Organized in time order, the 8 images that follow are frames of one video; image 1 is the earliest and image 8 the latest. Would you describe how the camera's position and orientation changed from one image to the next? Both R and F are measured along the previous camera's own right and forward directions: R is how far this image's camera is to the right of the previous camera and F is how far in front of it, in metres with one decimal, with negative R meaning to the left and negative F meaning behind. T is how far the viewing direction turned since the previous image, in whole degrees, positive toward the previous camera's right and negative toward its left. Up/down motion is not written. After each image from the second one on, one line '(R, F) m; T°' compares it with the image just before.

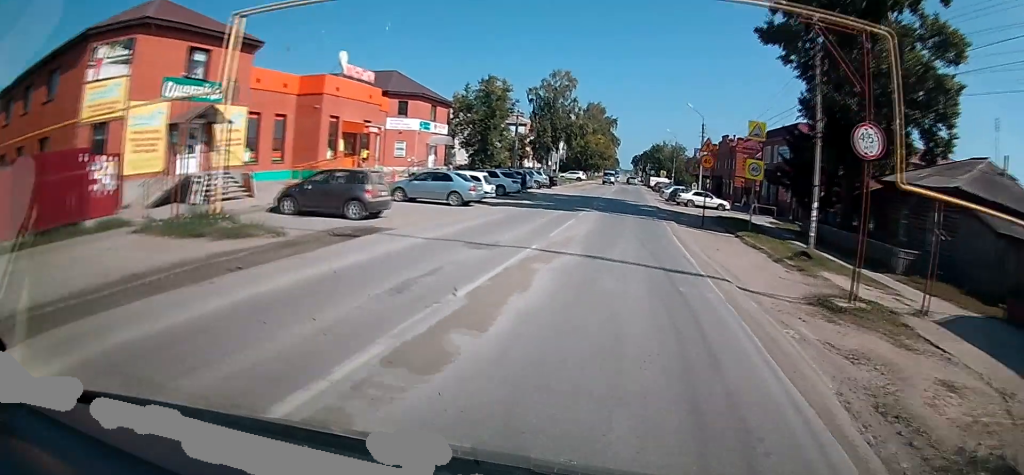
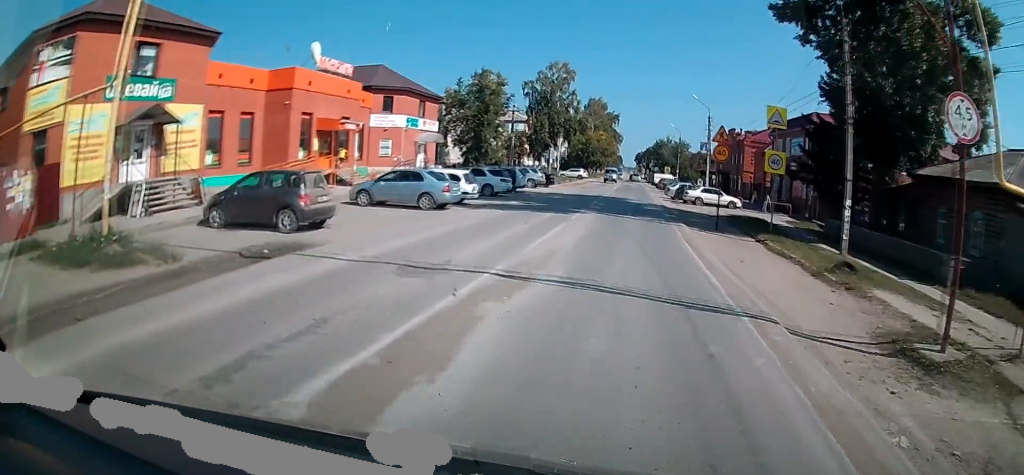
(0.0, +3.6) m; -1°
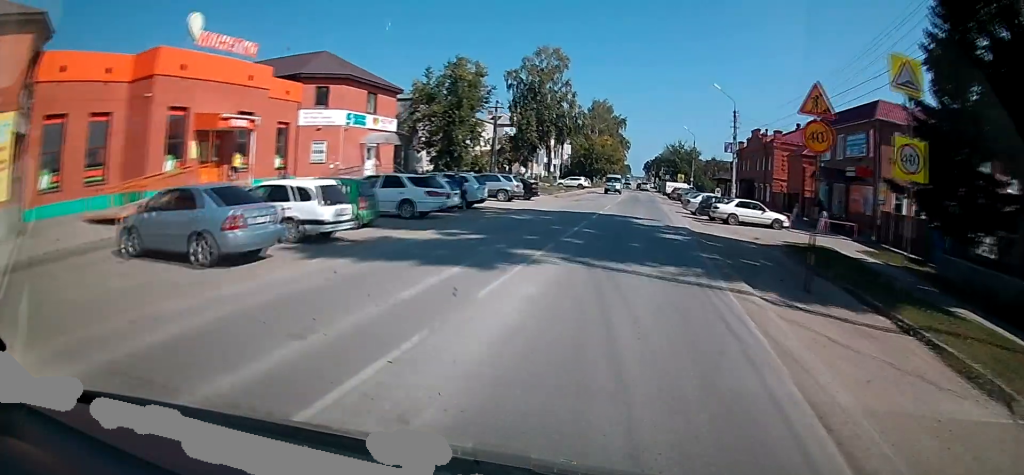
(-0.2, +12.0) m; -2°
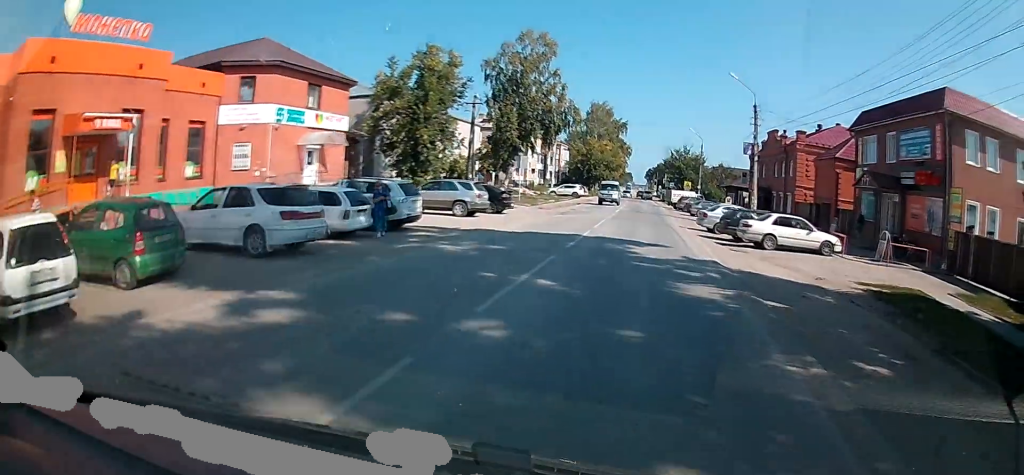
(-0.1, +8.5) m; 0°
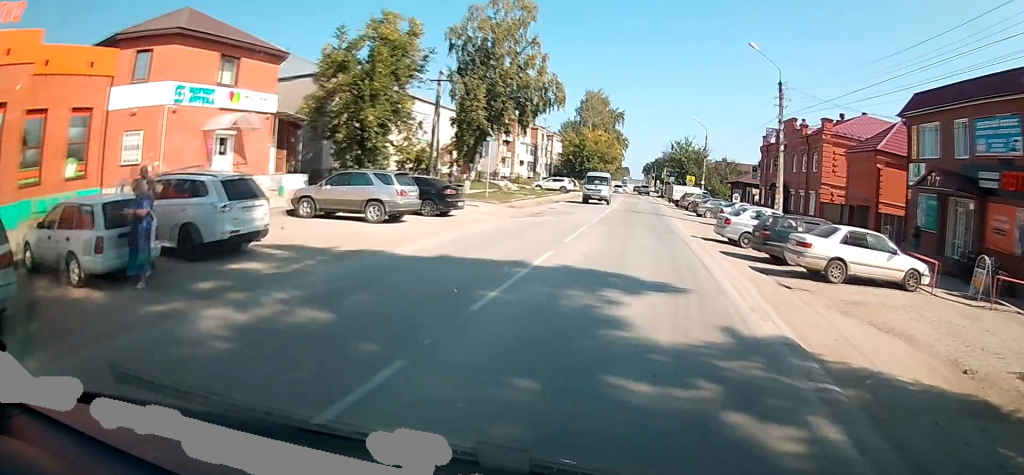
(+0.1, +8.2) m; +1°
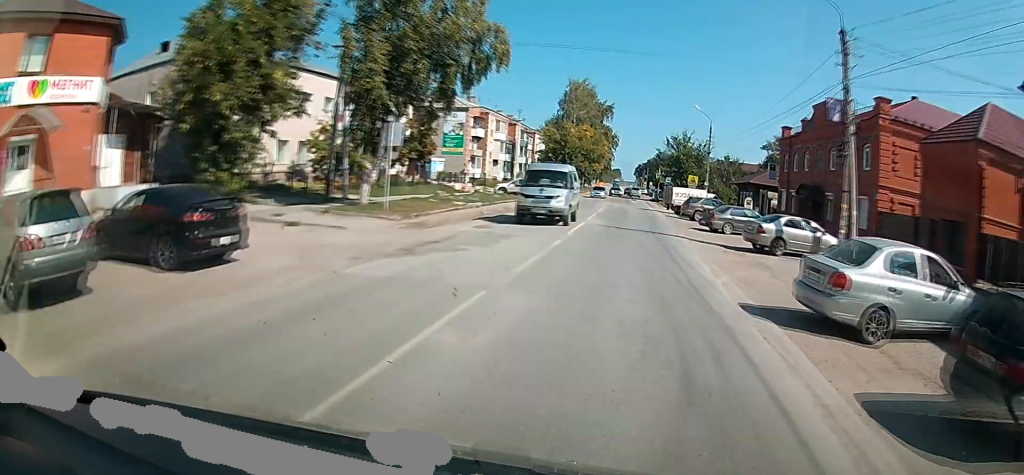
(+0.2, +12.5) m; 0°
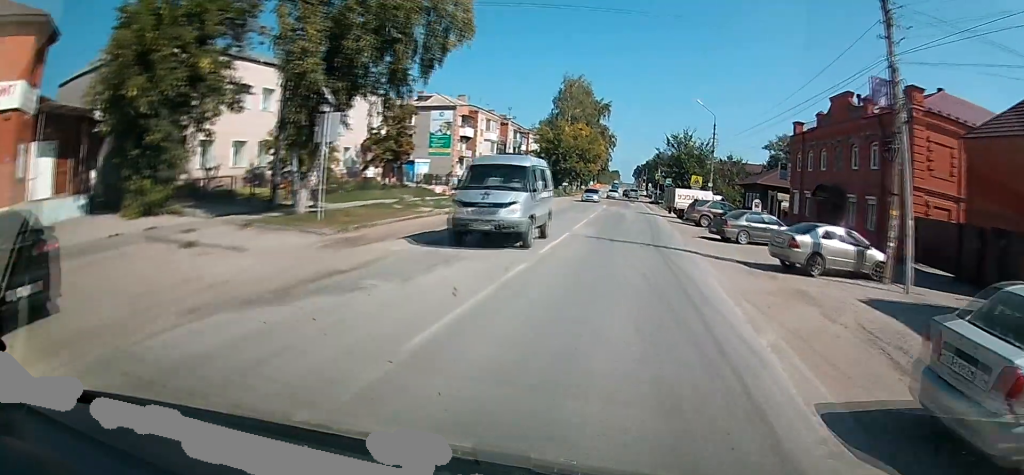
(0.0, +4.6) m; 0°
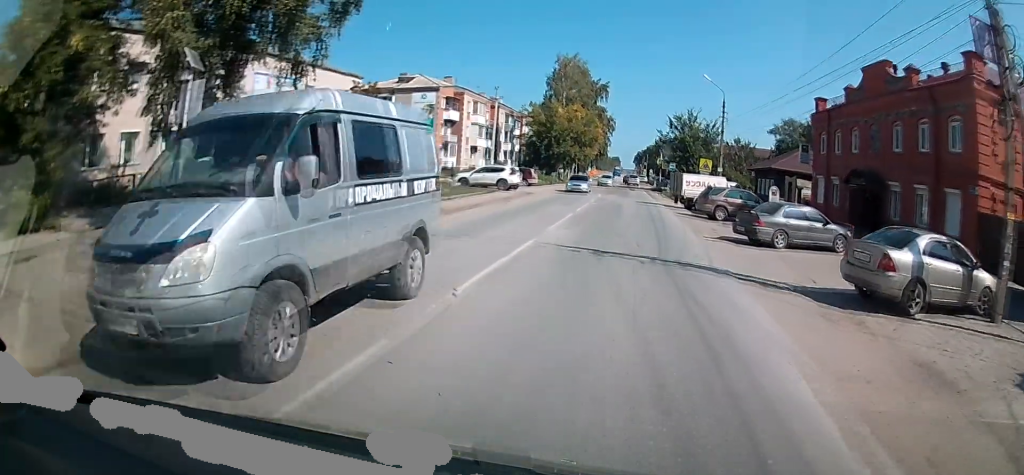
(0.0, +6.4) m; 0°
